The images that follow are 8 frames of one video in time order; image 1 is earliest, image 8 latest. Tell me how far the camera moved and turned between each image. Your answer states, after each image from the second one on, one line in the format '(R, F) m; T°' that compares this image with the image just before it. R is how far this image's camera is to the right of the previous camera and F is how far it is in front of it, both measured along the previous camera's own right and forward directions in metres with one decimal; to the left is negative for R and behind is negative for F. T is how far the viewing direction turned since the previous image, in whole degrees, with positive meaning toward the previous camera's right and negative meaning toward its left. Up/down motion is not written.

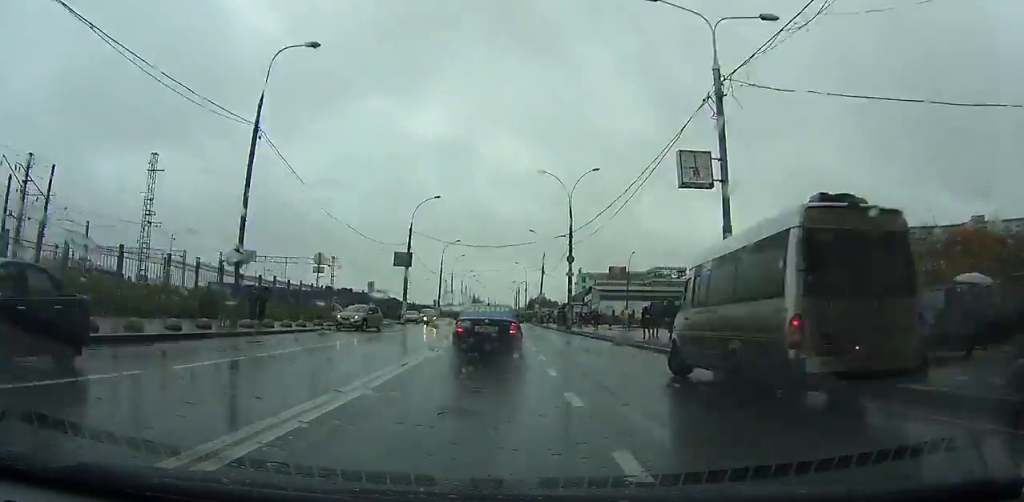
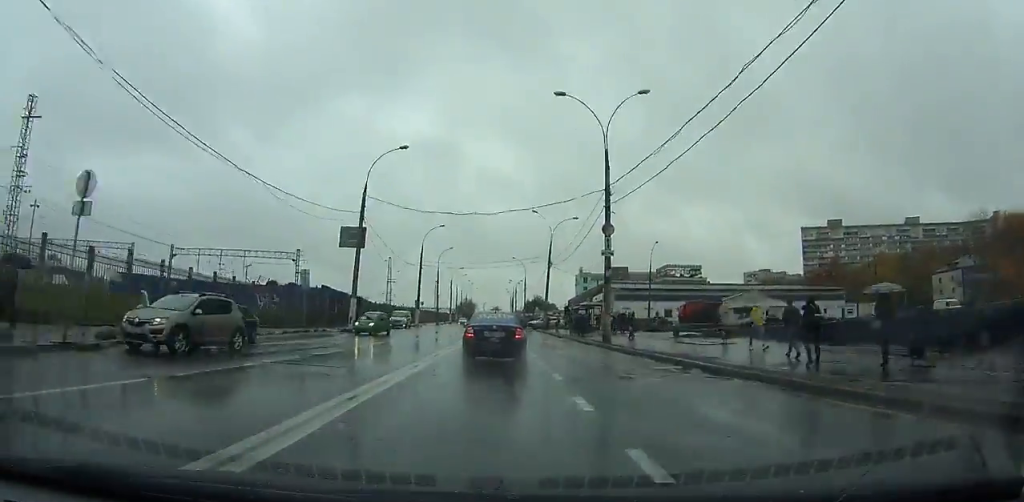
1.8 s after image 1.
(-0.1, +18.5) m; 0°
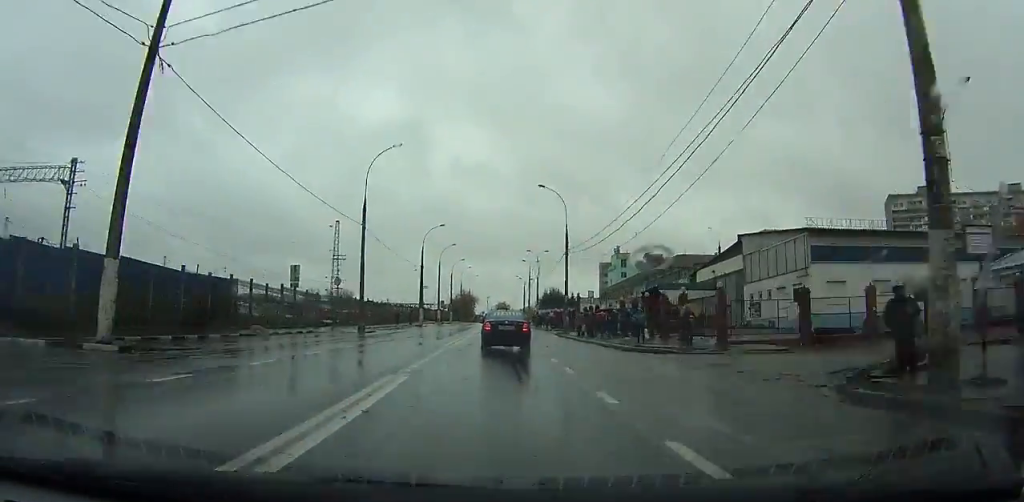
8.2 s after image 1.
(0.0, +68.5) m; -1°
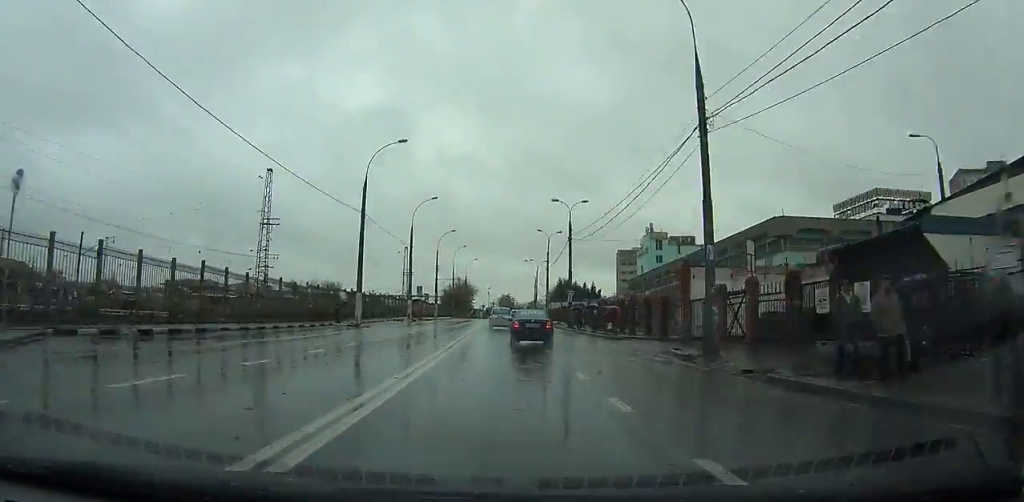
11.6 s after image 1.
(-0.3, +38.6) m; 0°
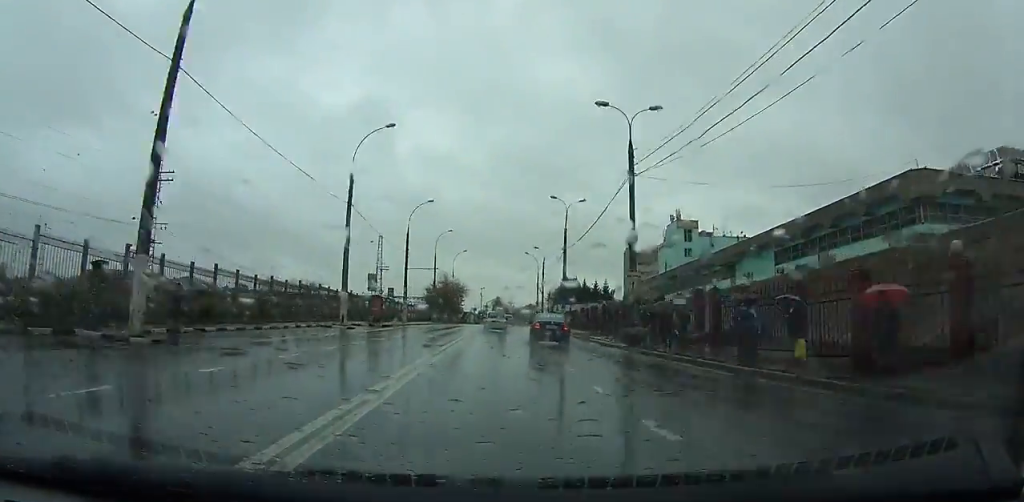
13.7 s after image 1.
(+0.1, +24.7) m; 0°
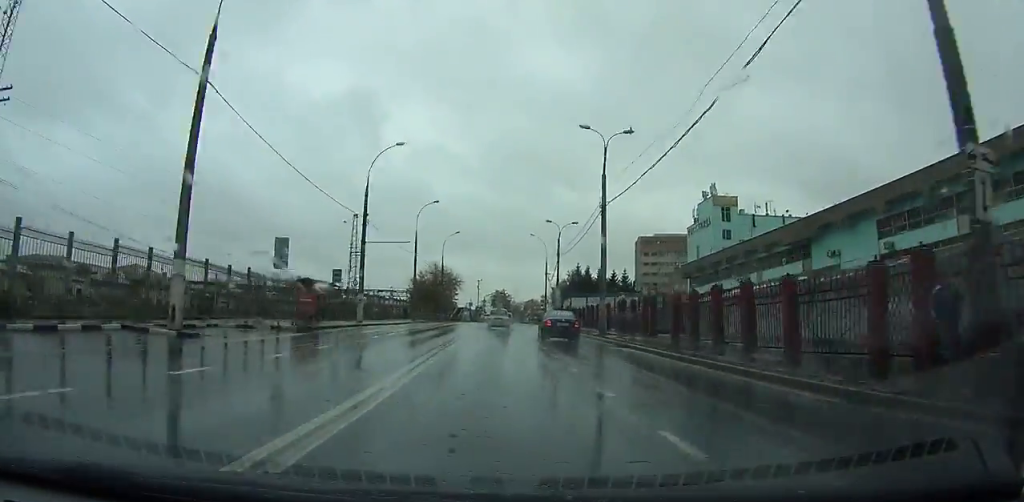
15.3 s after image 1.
(+0.1, +19.0) m; 0°
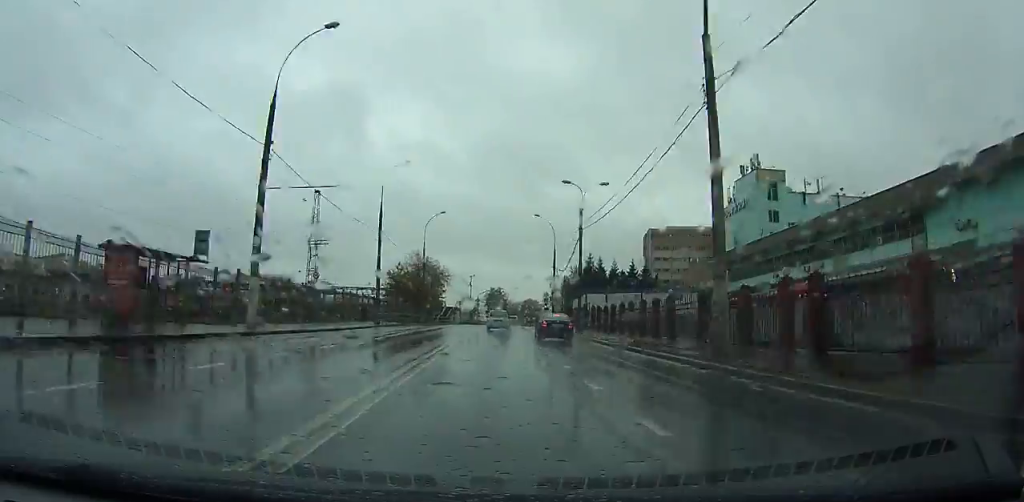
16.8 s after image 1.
(0.0, +17.2) m; 0°
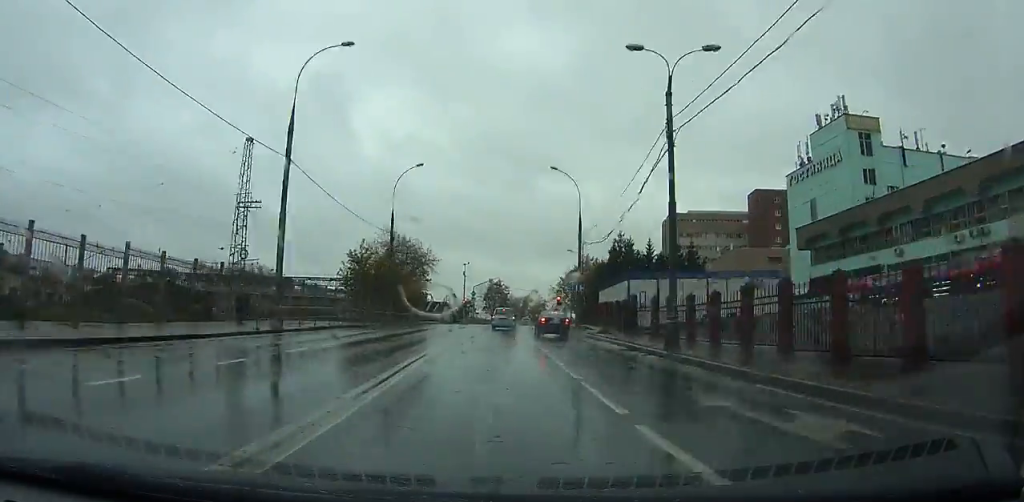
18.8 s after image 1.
(0.0, +22.4) m; 0°
